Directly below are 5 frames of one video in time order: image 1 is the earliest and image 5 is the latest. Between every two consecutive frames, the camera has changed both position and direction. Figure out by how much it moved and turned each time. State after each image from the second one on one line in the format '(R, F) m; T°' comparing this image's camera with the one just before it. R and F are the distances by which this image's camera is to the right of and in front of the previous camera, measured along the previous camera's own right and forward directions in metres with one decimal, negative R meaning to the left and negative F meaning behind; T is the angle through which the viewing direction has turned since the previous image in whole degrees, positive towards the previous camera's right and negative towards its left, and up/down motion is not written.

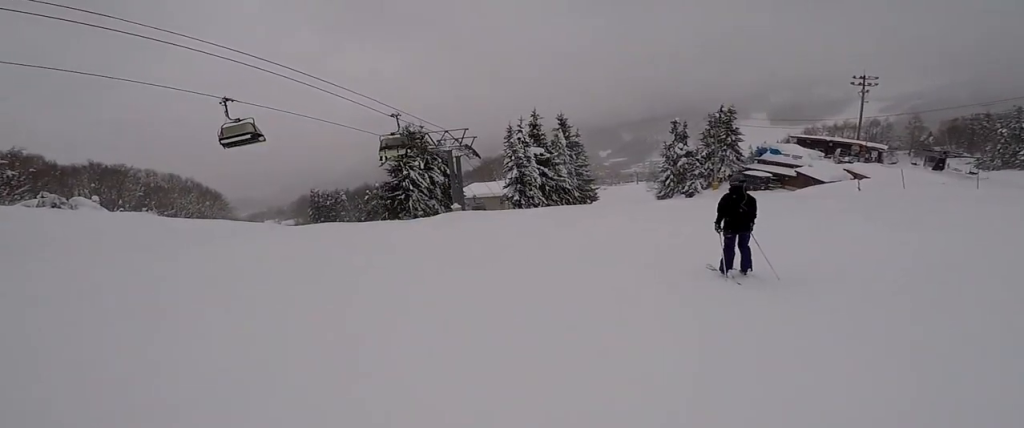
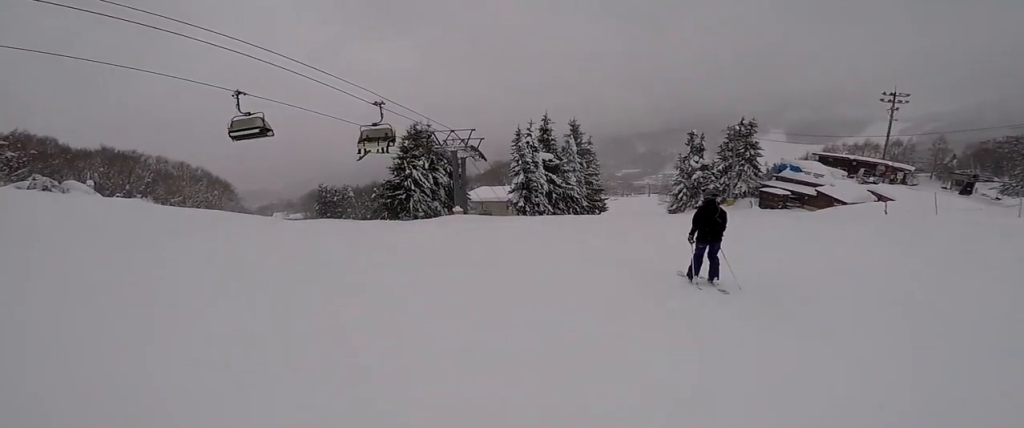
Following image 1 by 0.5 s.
(-0.4, +1.9) m; -7°
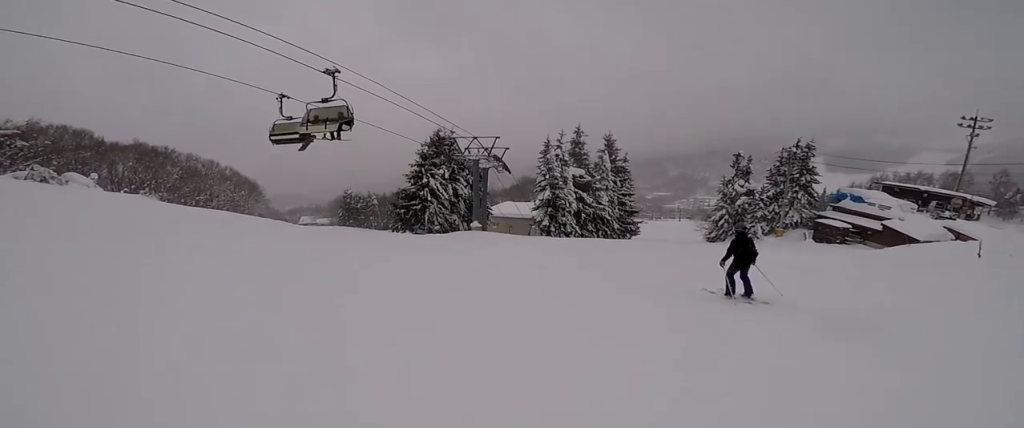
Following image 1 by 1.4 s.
(-0.4, +4.2) m; -7°
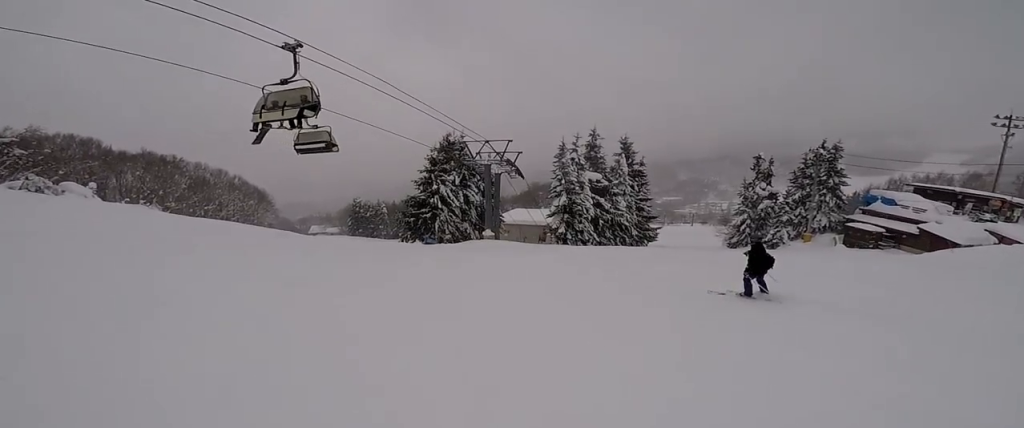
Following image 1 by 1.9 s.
(0.0, +2.0) m; -3°
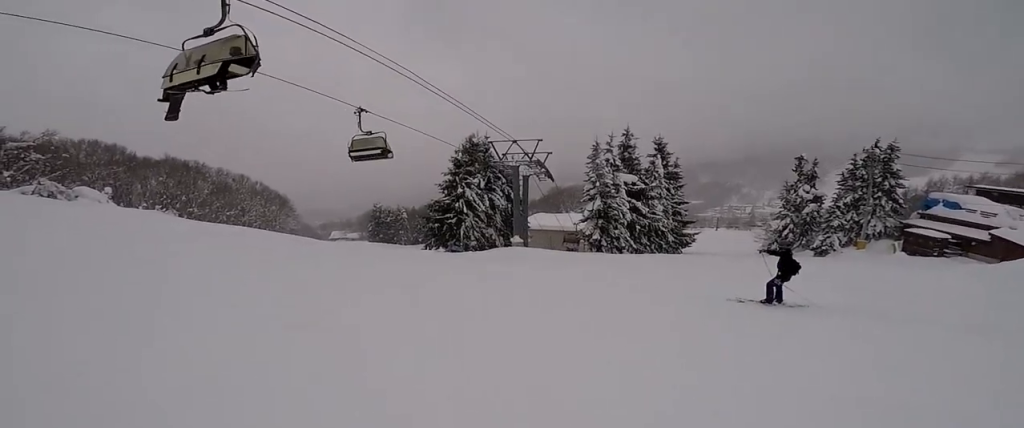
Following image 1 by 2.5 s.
(-0.1, +2.5) m; -11°
